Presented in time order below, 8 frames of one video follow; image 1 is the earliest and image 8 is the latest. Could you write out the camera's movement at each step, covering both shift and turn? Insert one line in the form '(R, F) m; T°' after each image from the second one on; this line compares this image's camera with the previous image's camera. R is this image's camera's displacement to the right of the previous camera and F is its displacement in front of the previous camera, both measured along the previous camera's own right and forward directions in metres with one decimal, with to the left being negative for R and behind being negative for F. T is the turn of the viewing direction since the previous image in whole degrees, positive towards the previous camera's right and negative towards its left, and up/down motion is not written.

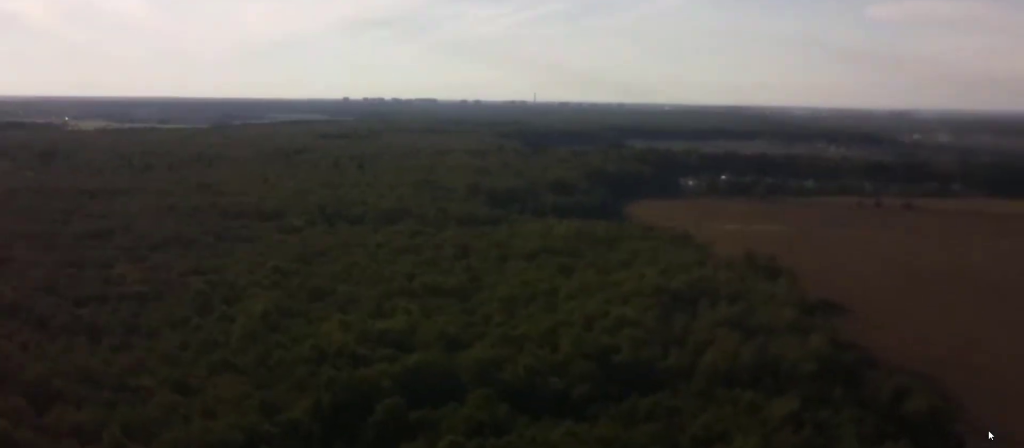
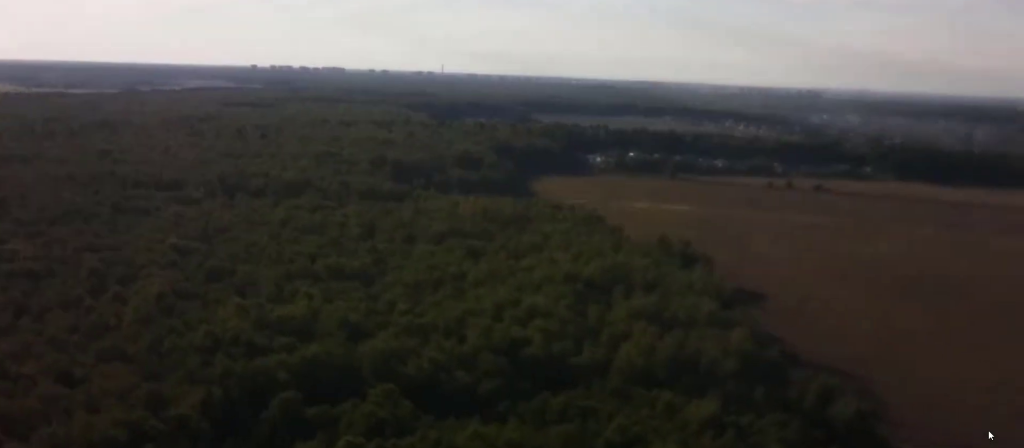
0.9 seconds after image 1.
(+0.5, +16.9) m; +2°
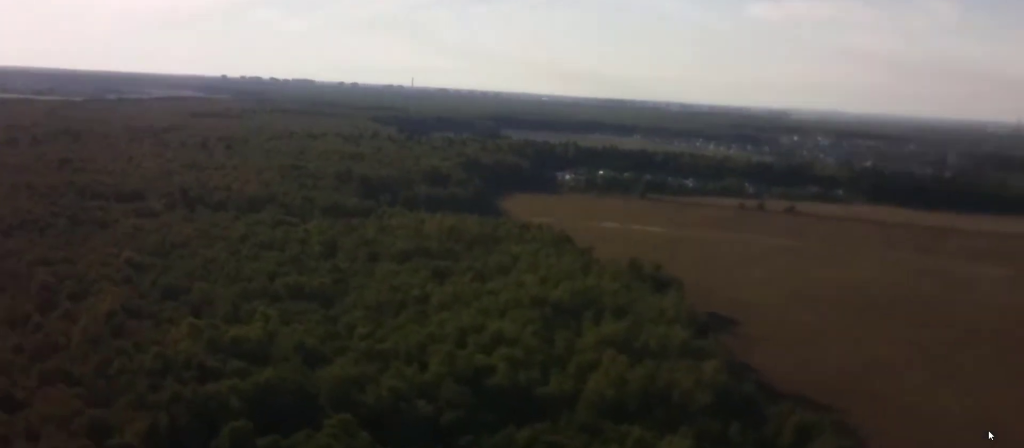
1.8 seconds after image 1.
(0.0, +15.2) m; +2°
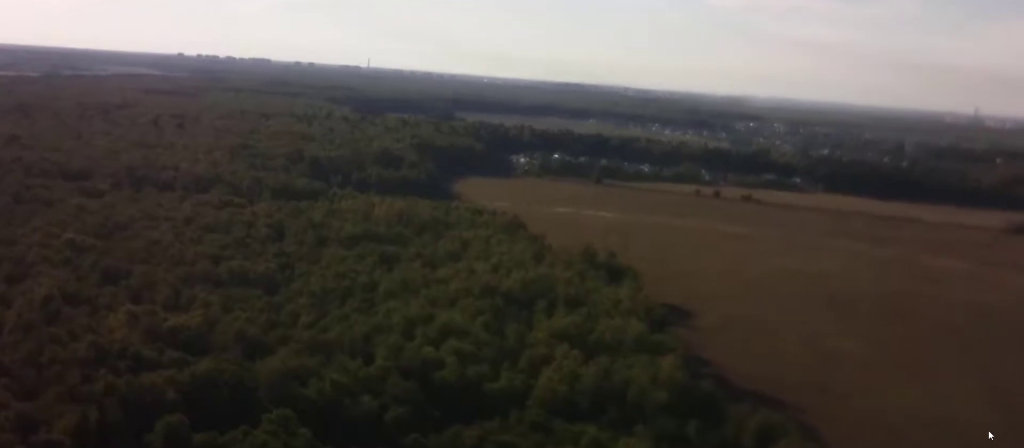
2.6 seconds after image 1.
(+0.3, +15.8) m; +1°
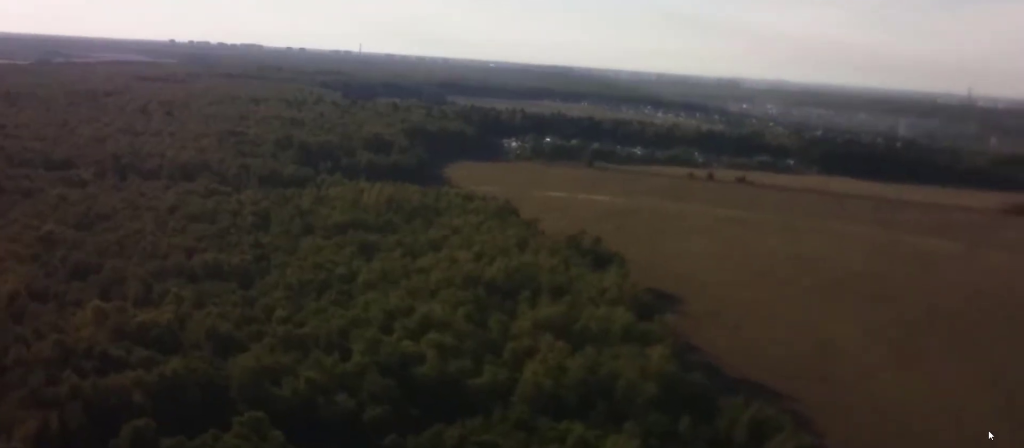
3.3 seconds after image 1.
(+0.1, +12.8) m; +1°
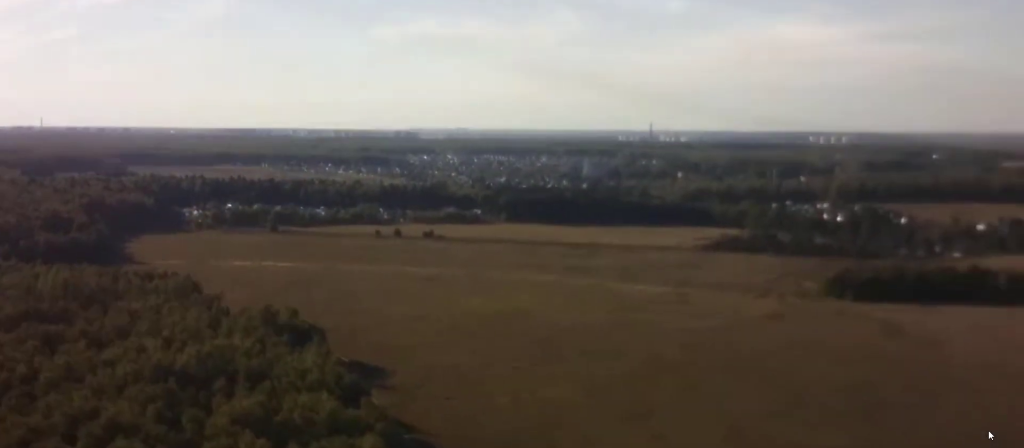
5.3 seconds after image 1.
(+1.7, +34.8) m; +8°
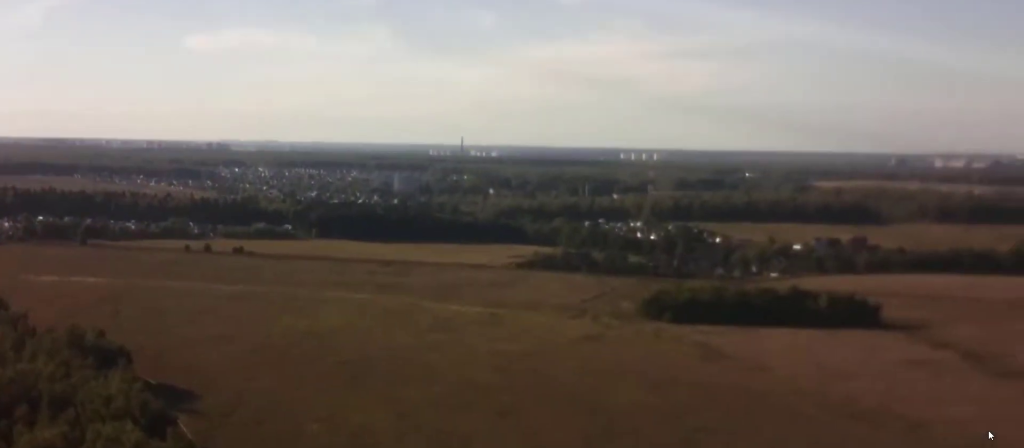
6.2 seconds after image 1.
(+0.8, +15.3) m; +4°
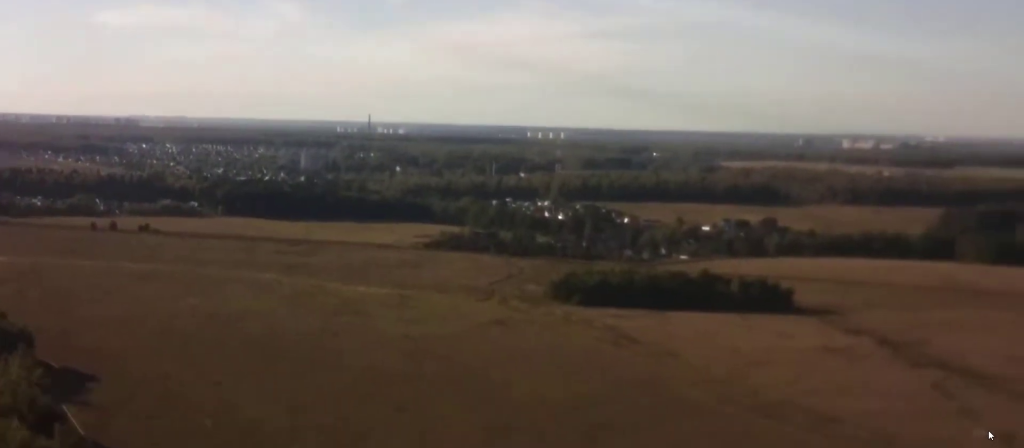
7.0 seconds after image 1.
(-0.2, +12.0) m; +3°
